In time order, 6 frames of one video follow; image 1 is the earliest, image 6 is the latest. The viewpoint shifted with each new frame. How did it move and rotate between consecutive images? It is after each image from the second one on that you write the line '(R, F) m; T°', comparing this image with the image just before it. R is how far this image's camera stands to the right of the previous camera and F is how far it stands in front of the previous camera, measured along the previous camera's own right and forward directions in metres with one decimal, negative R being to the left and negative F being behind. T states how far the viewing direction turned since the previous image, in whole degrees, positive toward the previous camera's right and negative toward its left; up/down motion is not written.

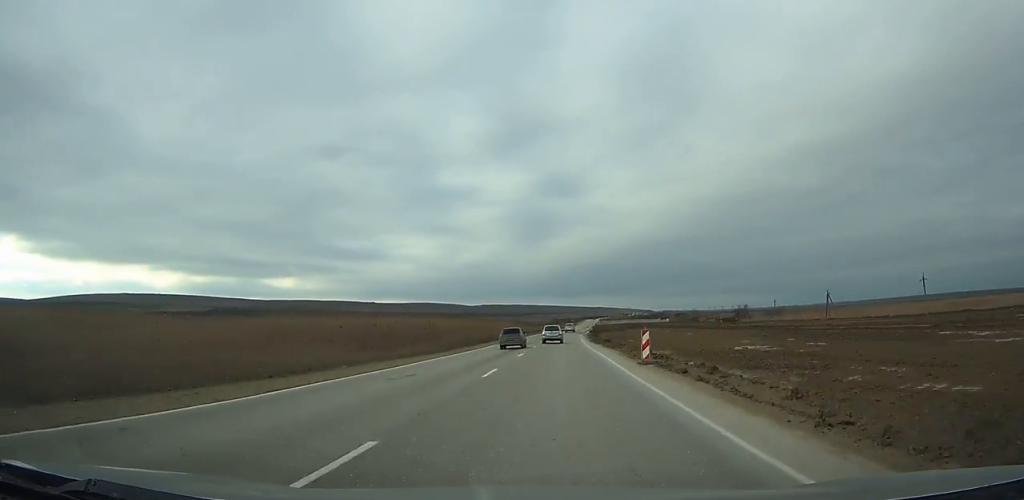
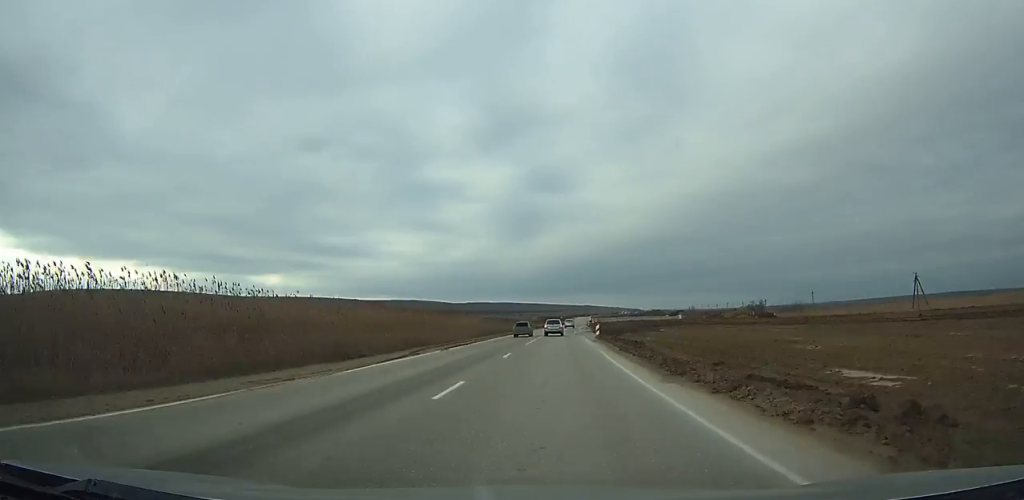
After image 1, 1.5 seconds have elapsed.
(+0.3, +41.1) m; +1°
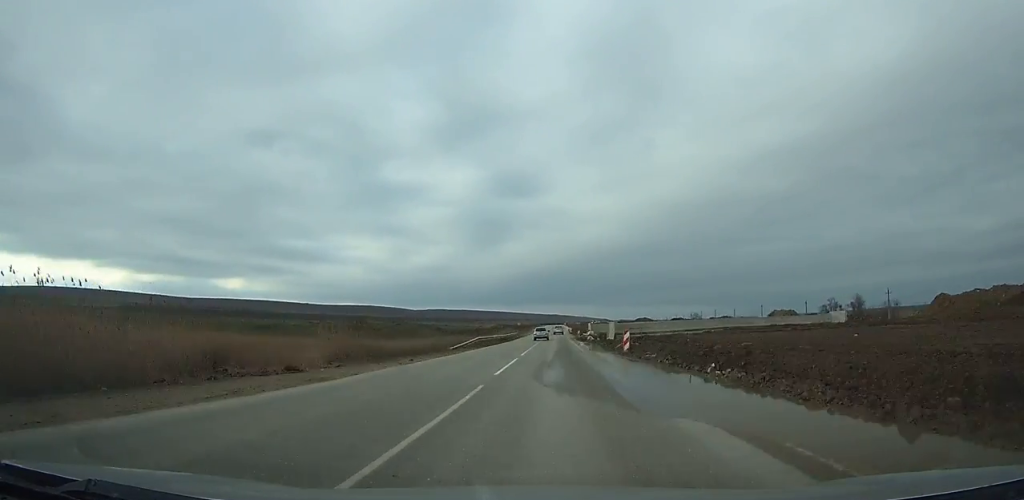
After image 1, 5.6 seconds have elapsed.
(+3.0, +114.3) m; +3°
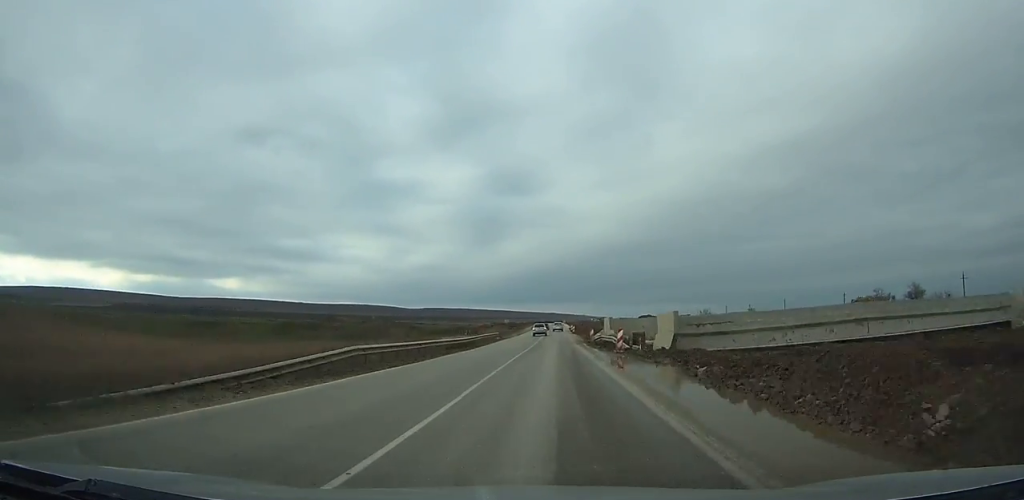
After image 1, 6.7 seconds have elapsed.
(+0.1, +29.1) m; 0°
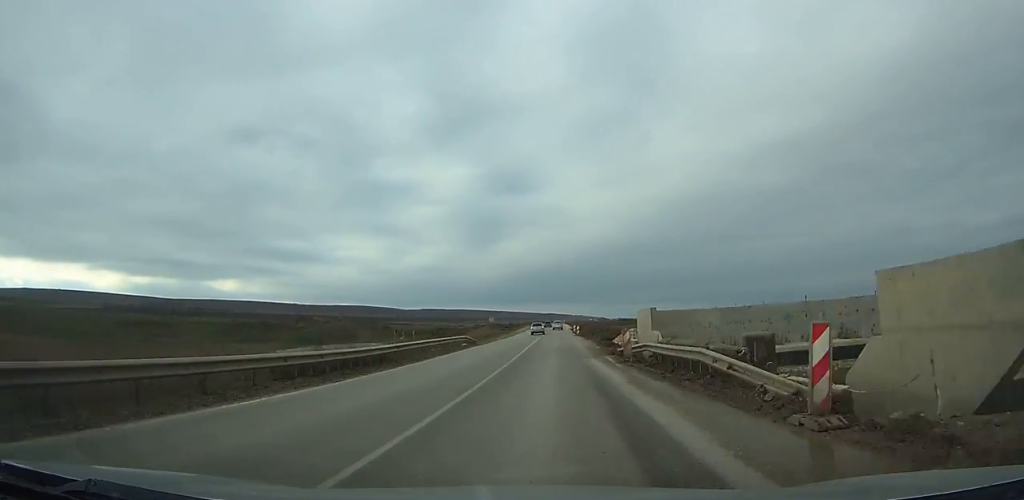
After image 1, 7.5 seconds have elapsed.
(+0.1, +21.8) m; 0°
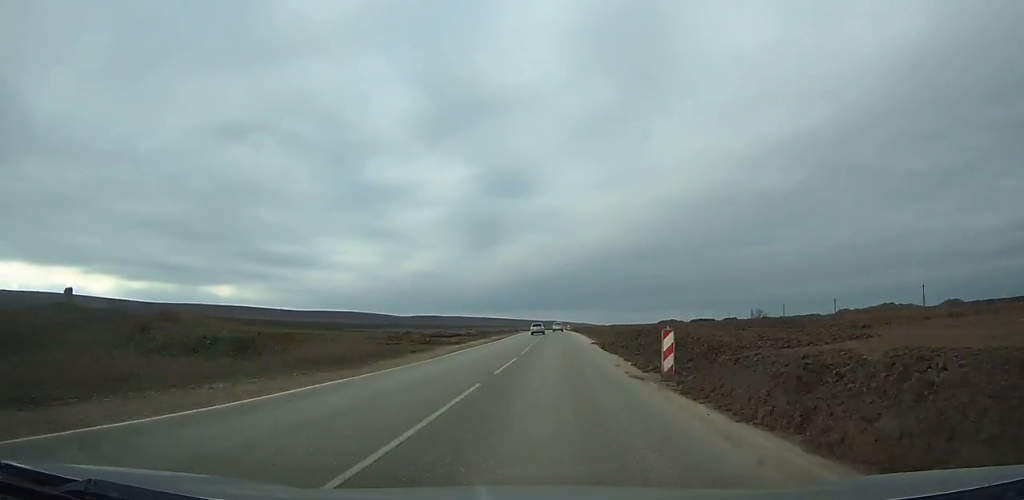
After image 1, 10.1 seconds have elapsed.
(0.0, +72.0) m; 0°
